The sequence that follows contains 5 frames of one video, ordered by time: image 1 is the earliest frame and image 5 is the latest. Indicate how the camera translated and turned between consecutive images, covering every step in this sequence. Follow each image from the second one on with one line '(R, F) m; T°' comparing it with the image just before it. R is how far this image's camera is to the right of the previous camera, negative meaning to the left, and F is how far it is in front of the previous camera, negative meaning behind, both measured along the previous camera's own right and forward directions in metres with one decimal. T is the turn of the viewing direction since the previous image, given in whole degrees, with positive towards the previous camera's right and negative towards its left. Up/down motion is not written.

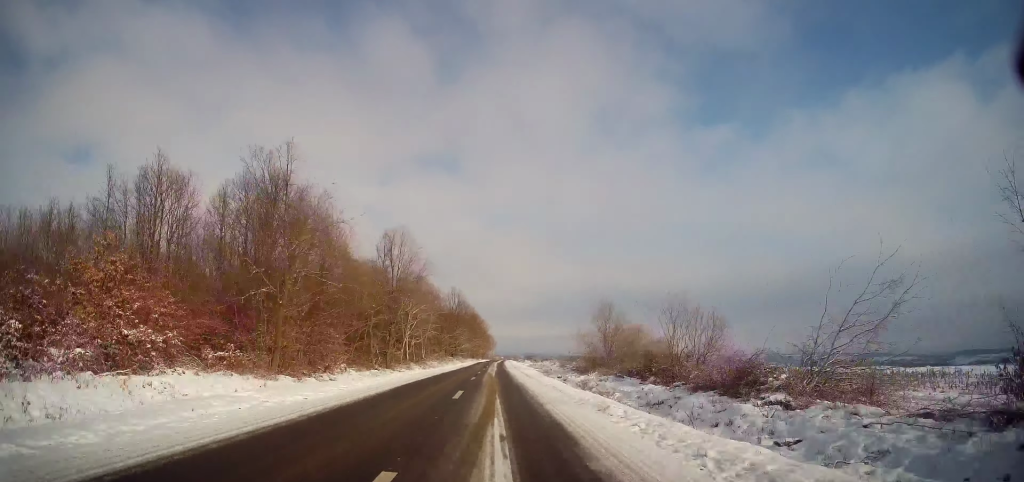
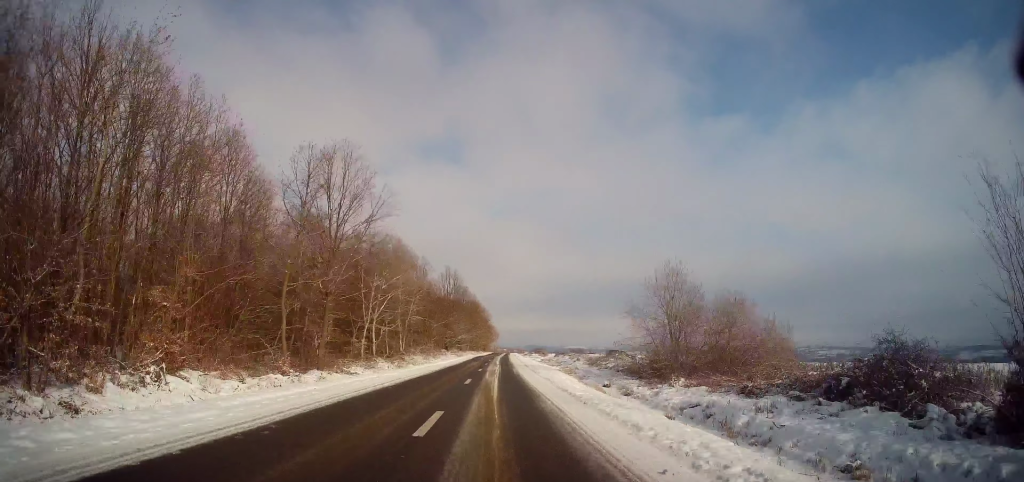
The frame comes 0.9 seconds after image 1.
(0.0, +18.6) m; +1°
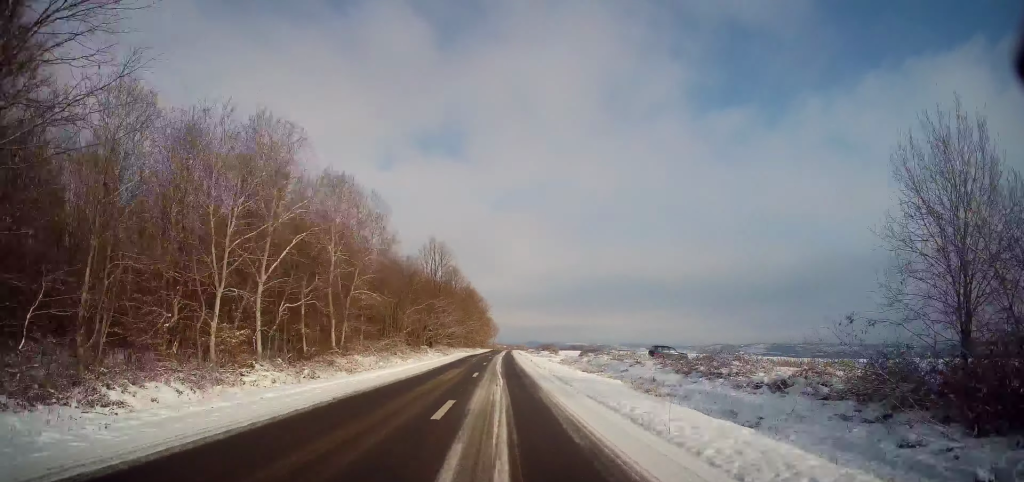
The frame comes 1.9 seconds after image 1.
(+0.4, +22.2) m; 0°
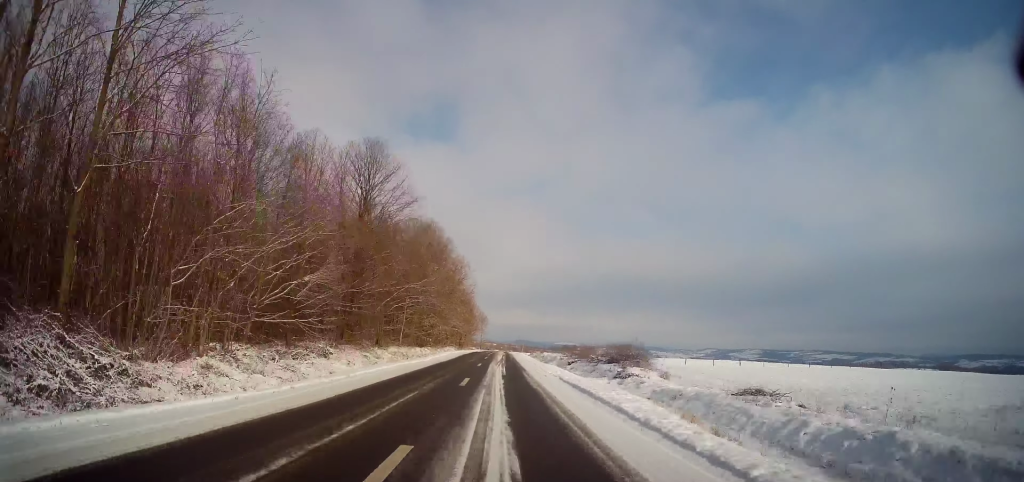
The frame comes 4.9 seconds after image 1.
(+0.4, +64.7) m; 0°
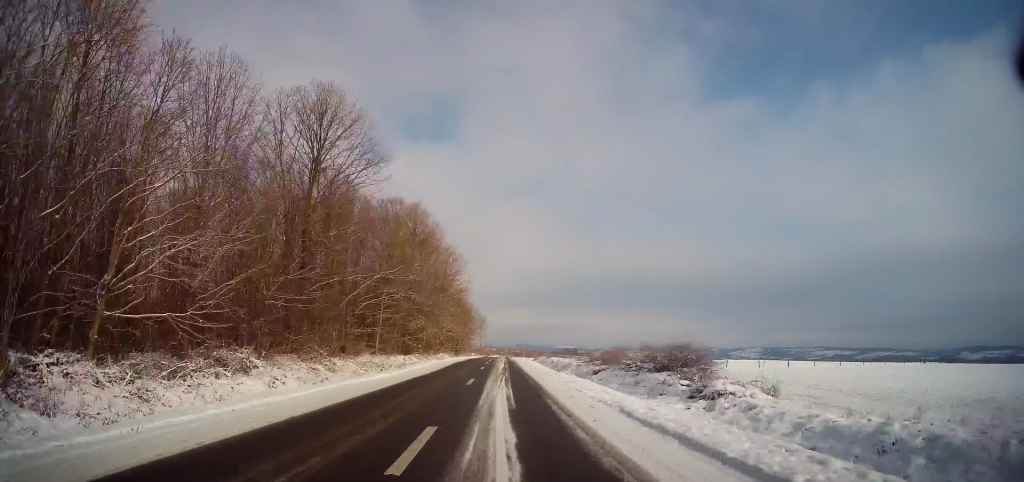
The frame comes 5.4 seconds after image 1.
(-0.1, +10.1) m; 0°
